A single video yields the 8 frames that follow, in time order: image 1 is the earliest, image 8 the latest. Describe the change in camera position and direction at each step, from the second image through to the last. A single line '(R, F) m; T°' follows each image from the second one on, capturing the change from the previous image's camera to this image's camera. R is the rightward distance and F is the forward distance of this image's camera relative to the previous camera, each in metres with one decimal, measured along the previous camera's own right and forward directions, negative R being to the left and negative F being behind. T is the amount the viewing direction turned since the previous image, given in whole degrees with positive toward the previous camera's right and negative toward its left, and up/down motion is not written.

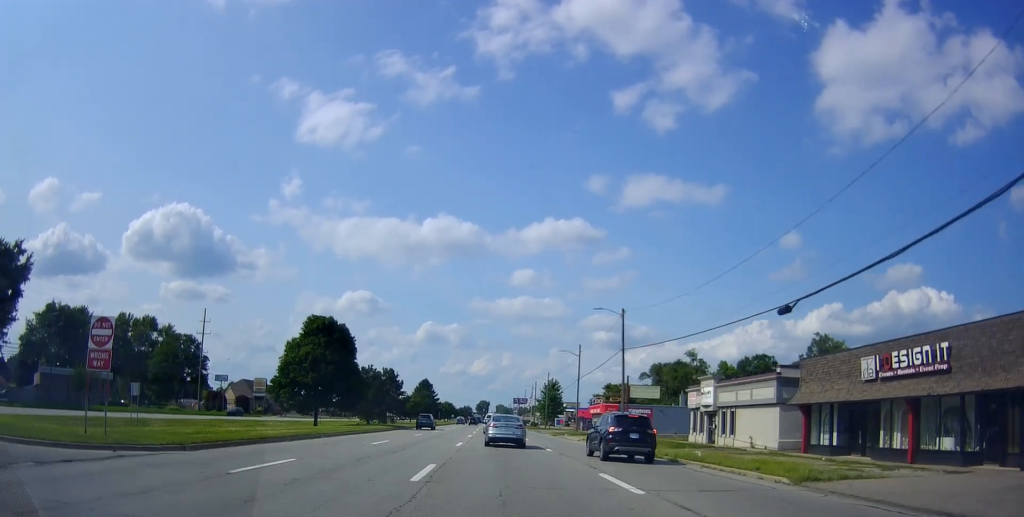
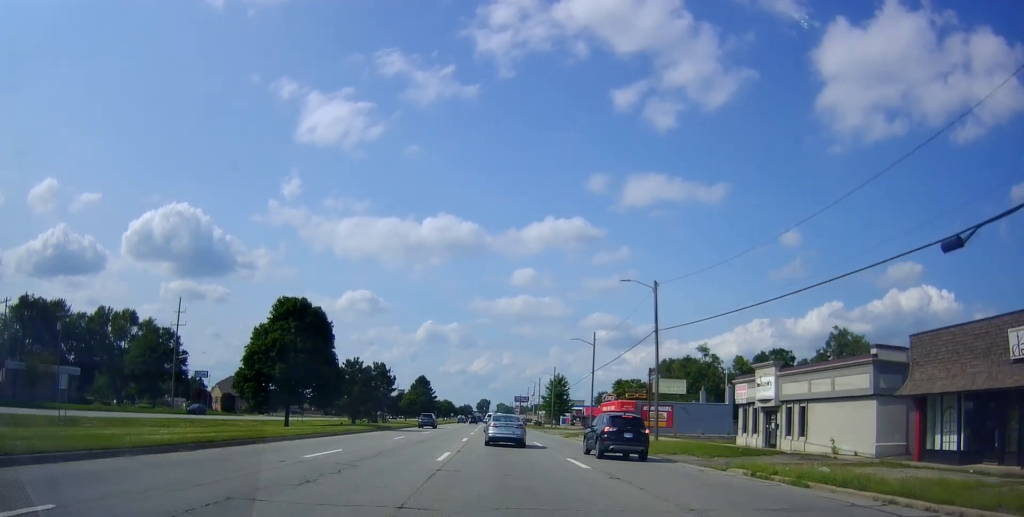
(+0.1, +9.7) m; 0°
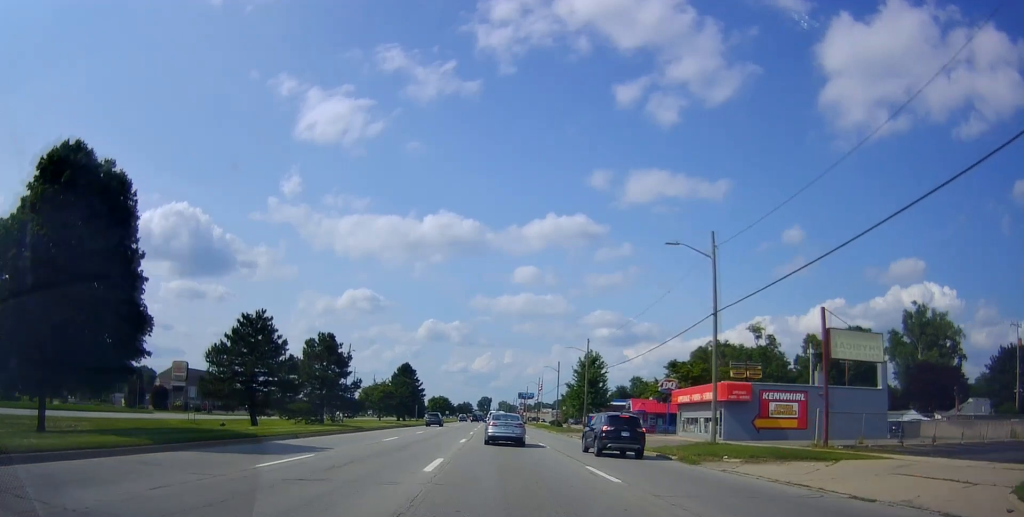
(-0.9, +33.9) m; -3°
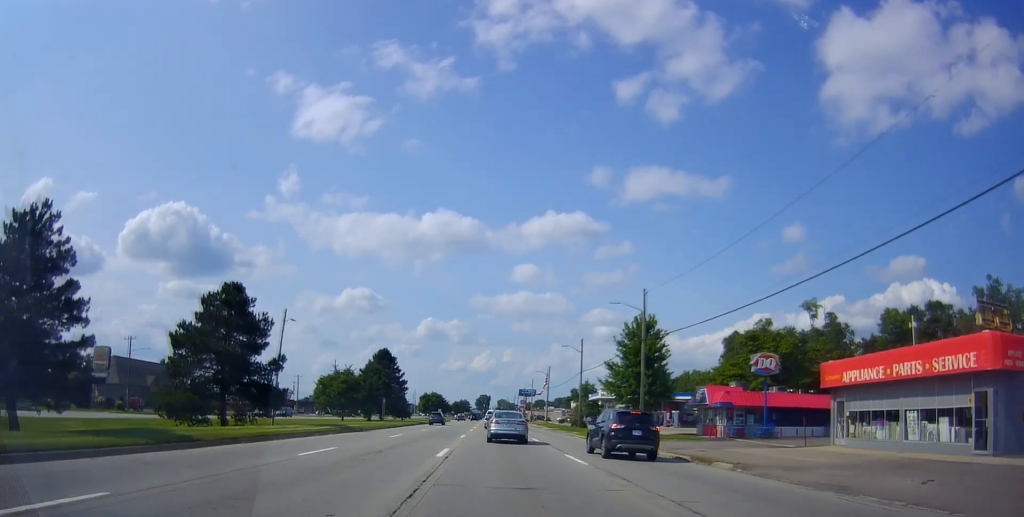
(+0.4, +26.3) m; +1°
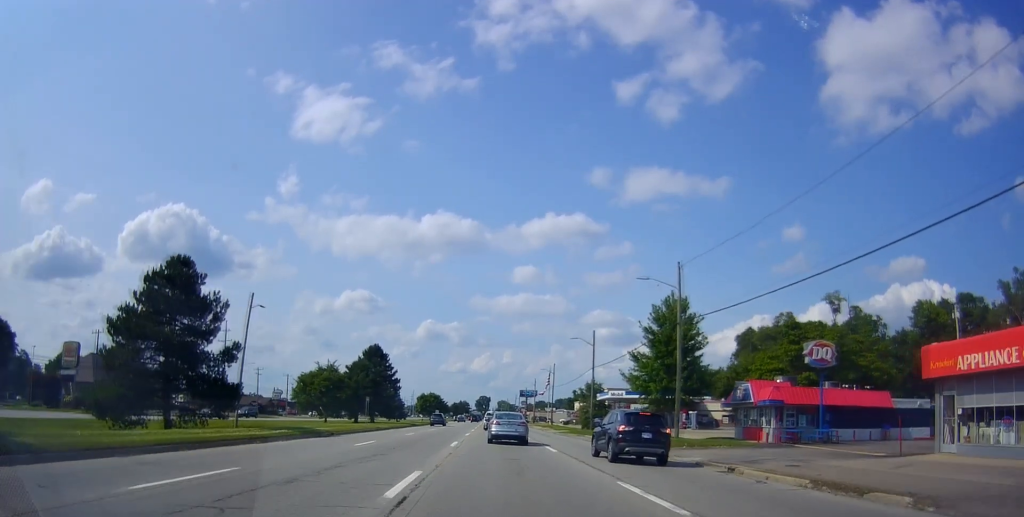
(+0.1, +8.5) m; 0°
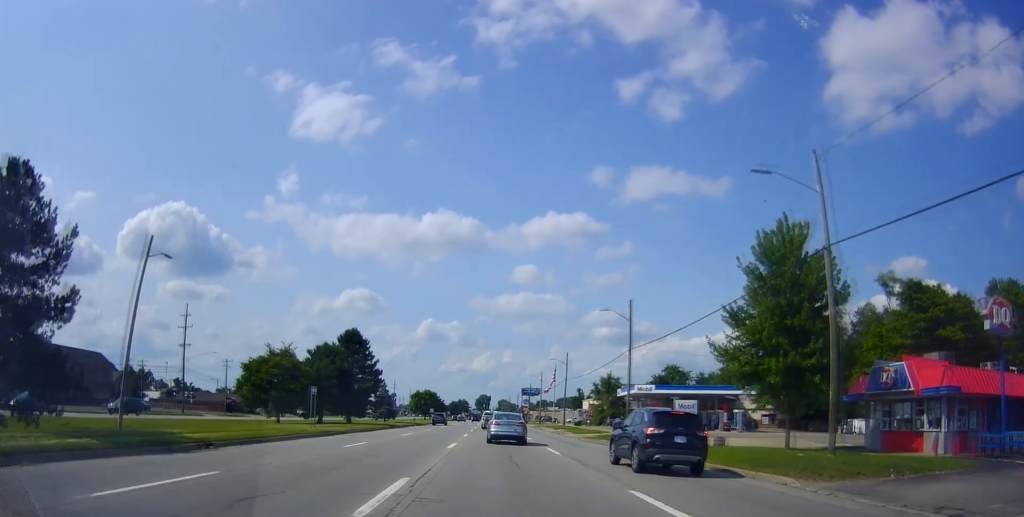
(-0.3, +17.0) m; -1°
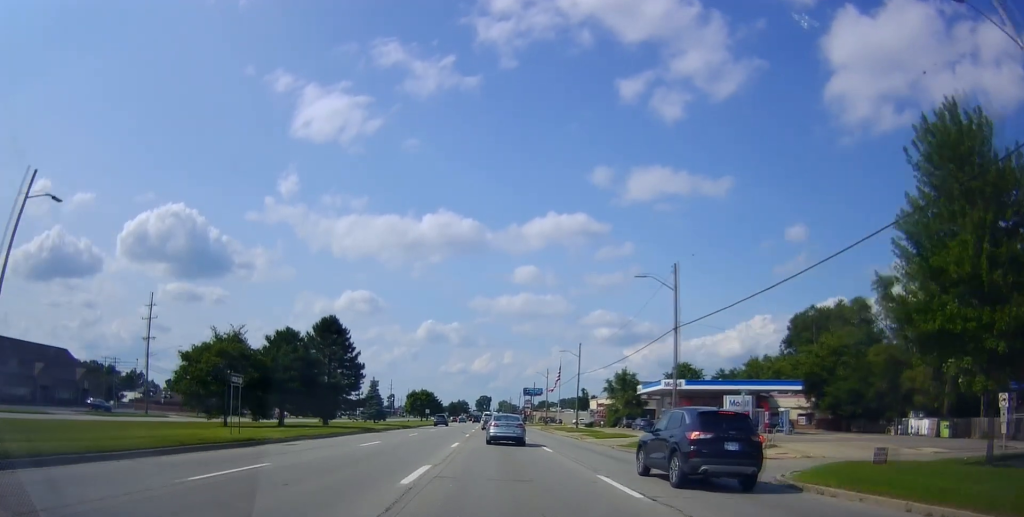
(0.0, +12.1) m; +1°
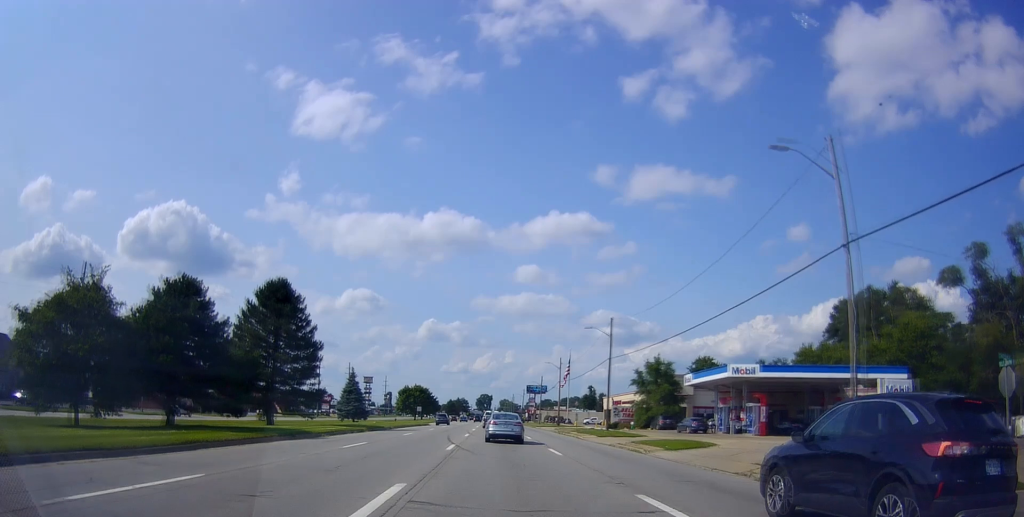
(+0.4, +18.9) m; 0°
